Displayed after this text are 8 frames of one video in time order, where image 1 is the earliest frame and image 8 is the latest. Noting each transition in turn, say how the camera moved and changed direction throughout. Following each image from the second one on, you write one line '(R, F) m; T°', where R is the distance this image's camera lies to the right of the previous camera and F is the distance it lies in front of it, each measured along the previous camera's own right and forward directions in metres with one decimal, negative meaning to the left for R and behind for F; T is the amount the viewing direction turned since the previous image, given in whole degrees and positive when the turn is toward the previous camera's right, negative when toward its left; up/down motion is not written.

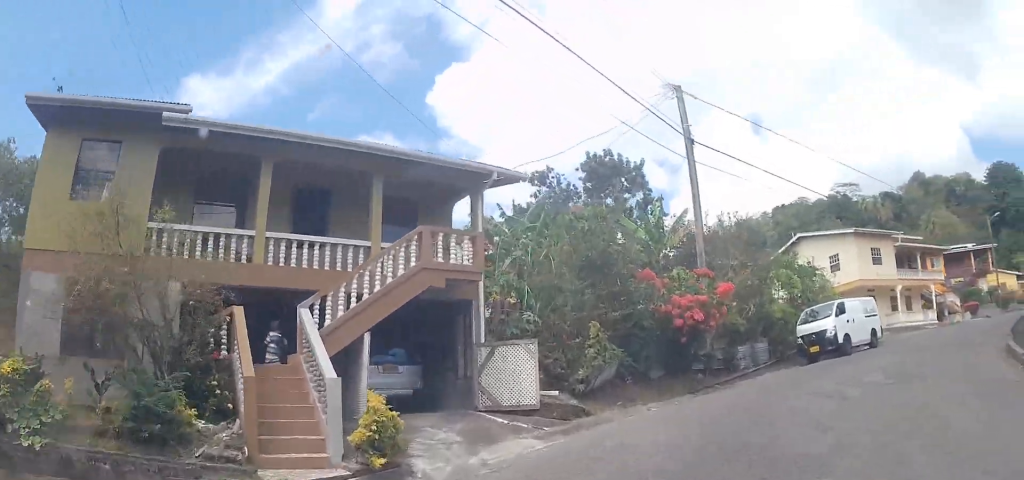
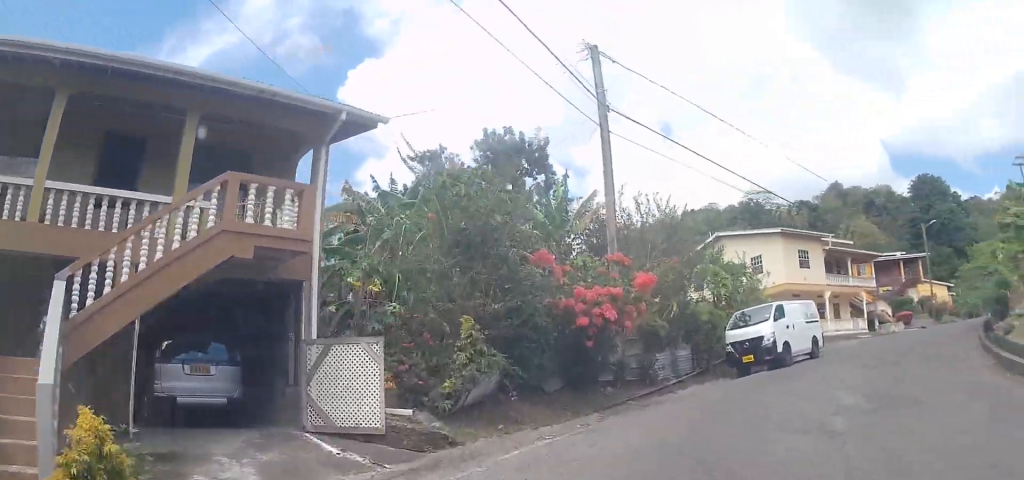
(-0.2, +3.8) m; +7°
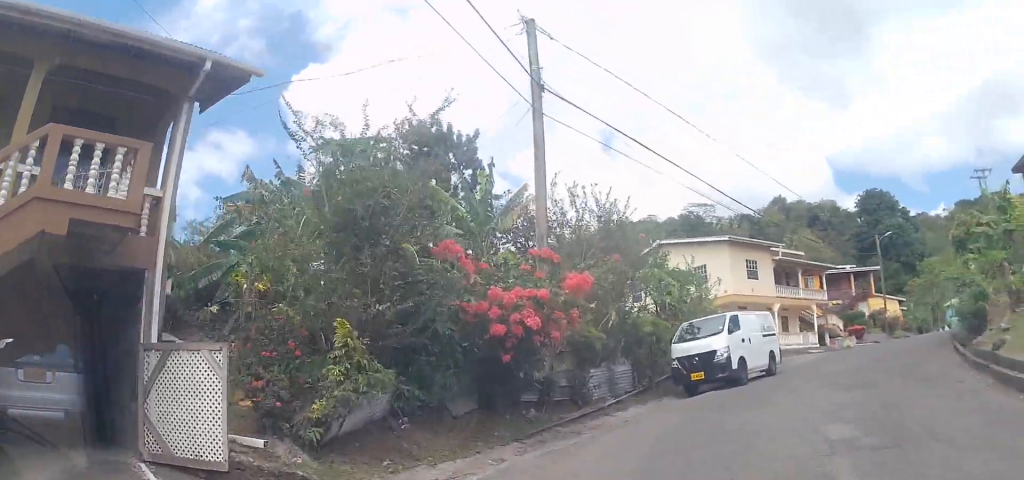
(+0.2, +2.4) m; +6°
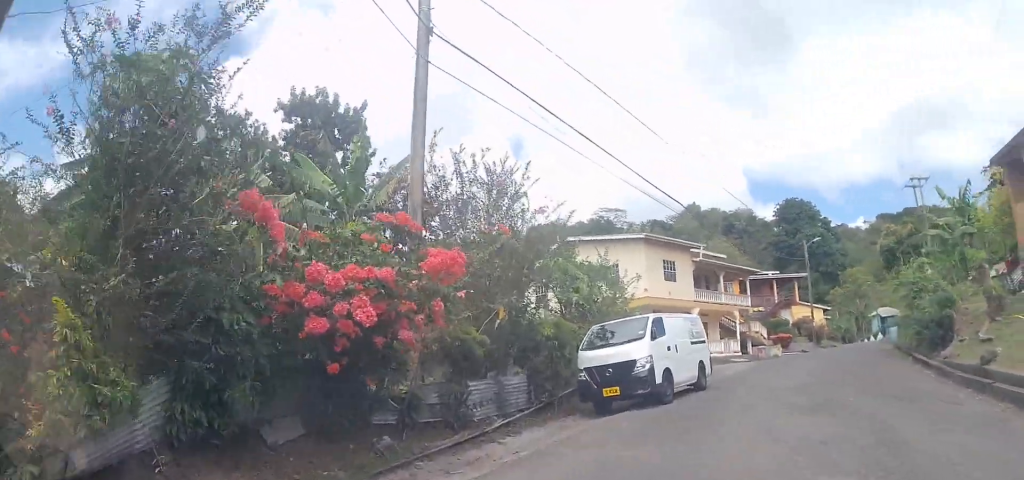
(+0.5, +3.3) m; +9°
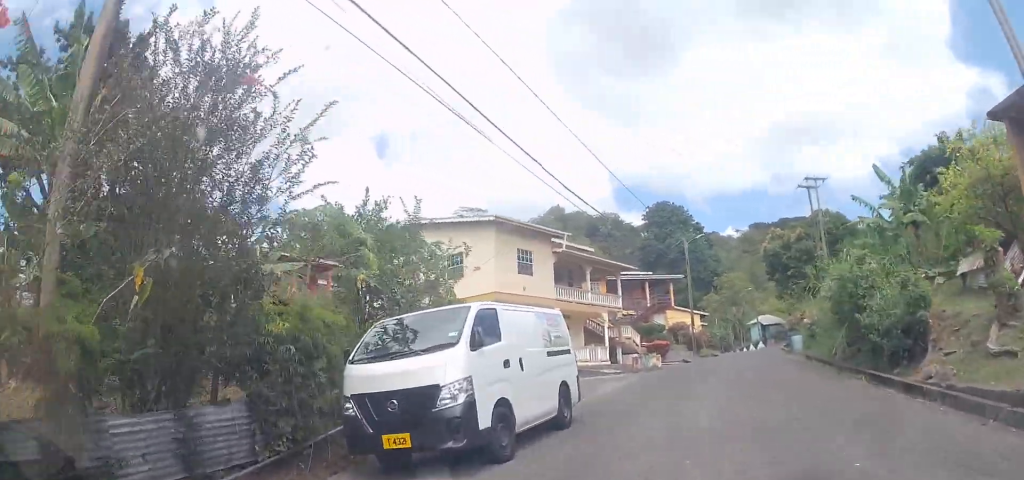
(+0.4, +5.3) m; +17°
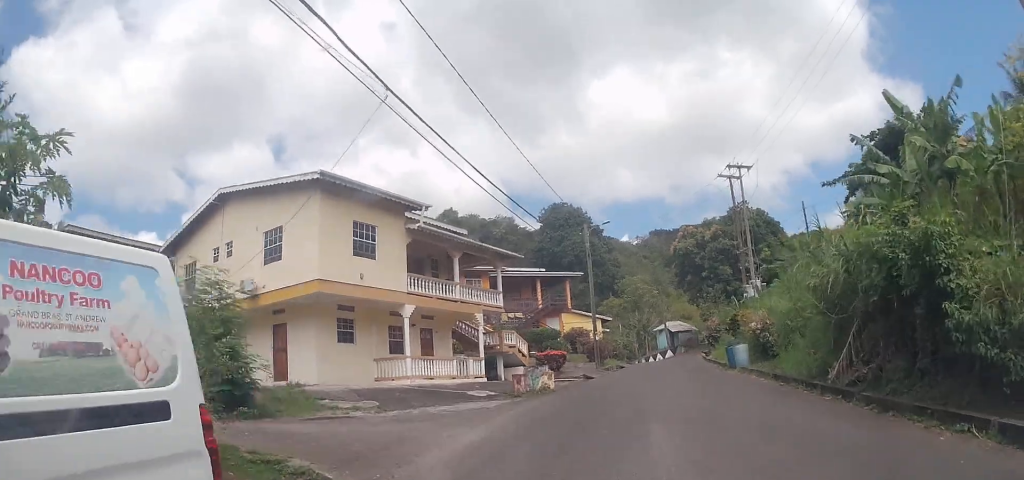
(+1.4, +9.6) m; +10°
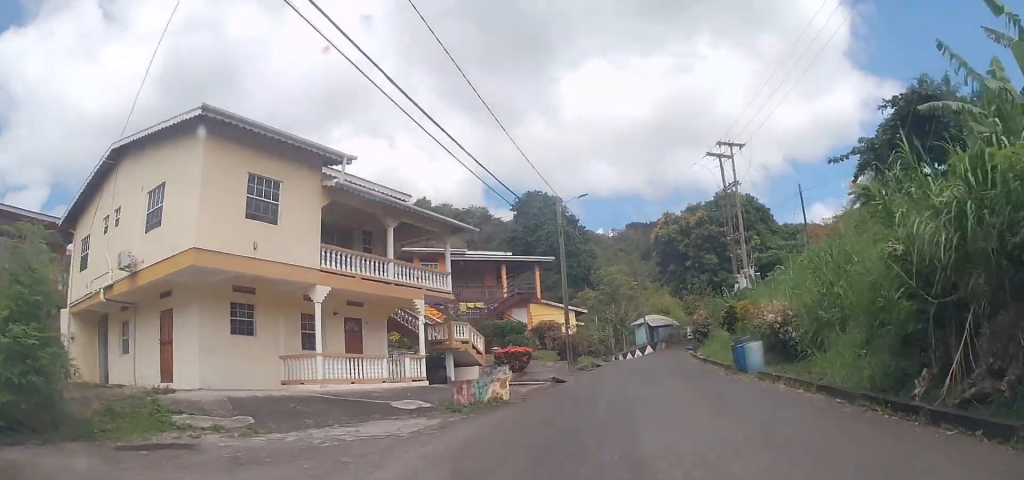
(0.0, +5.5) m; +5°
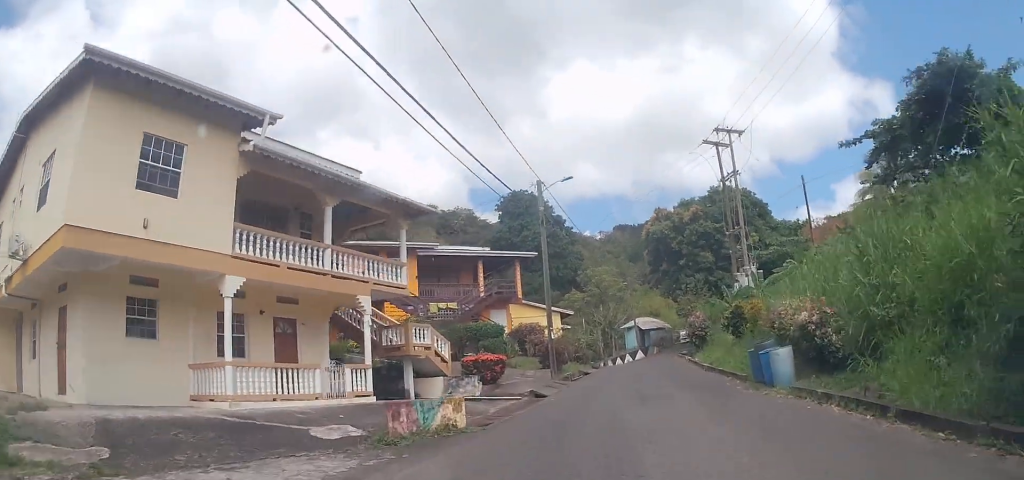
(+0.4, +3.4) m; +3°
